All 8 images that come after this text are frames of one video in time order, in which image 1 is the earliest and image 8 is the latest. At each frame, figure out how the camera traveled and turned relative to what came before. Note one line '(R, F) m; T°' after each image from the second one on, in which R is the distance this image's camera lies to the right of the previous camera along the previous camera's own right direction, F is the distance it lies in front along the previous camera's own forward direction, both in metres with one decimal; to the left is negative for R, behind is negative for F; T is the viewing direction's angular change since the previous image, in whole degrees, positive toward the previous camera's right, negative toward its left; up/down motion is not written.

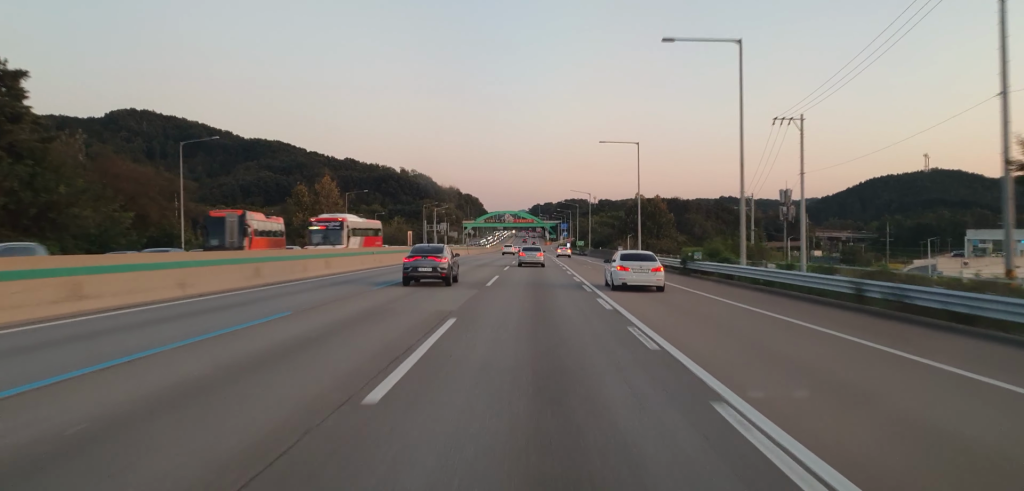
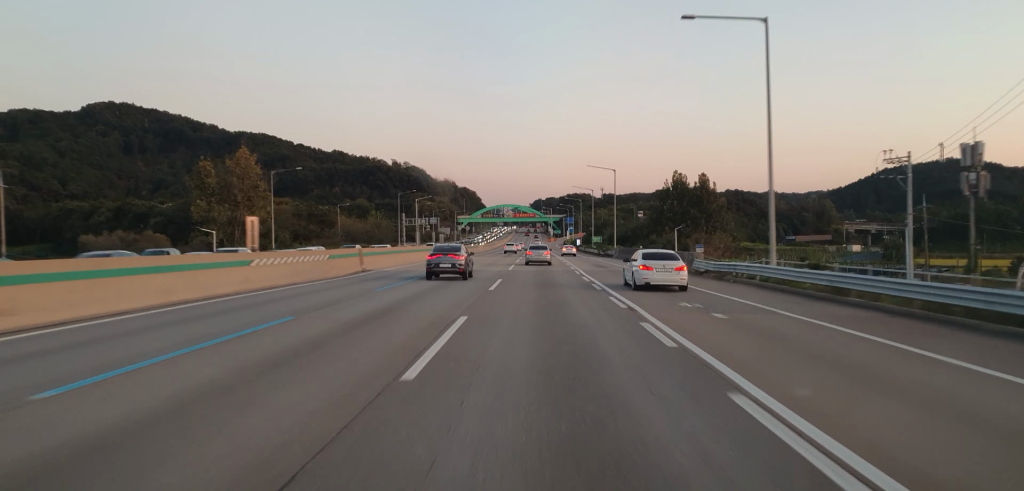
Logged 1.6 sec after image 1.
(+0.2, +37.7) m; +1°
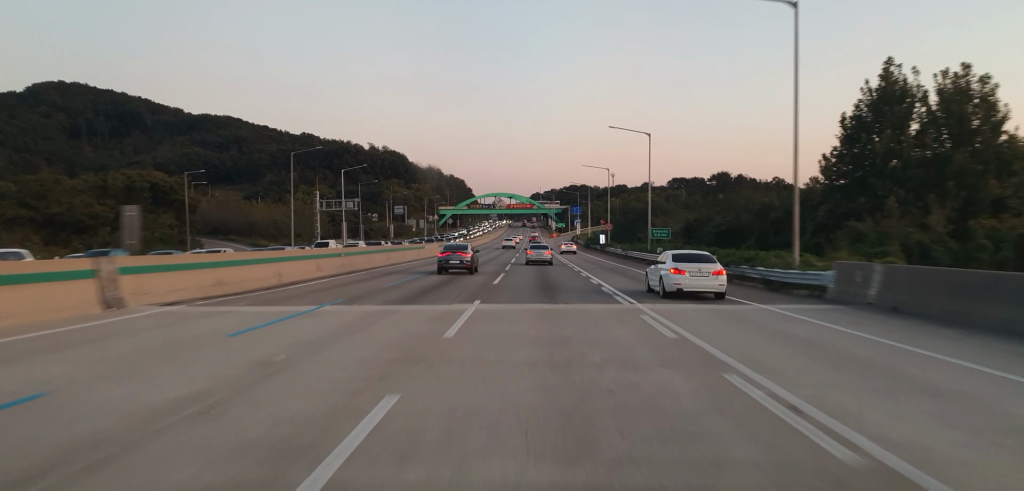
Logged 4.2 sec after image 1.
(-0.2, +66.5) m; 0°
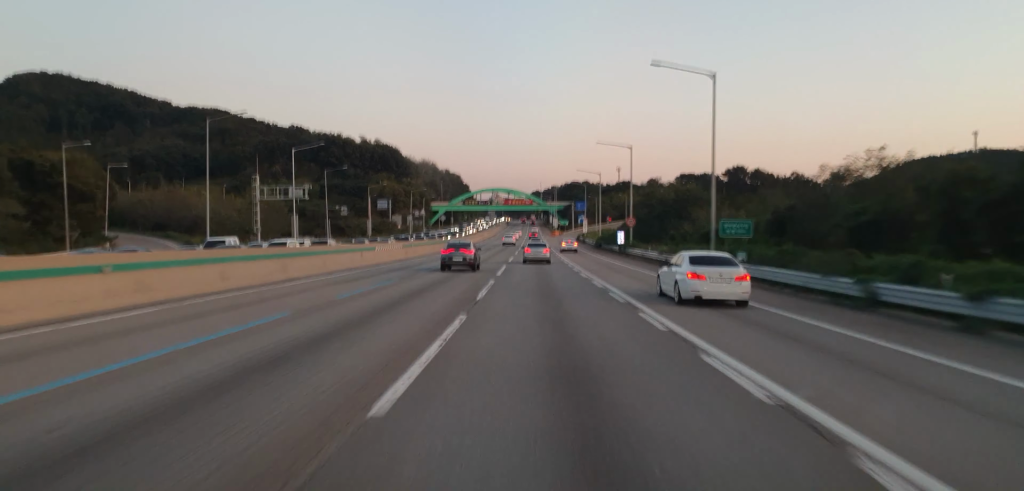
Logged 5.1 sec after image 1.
(+0.3, +23.0) m; +1°
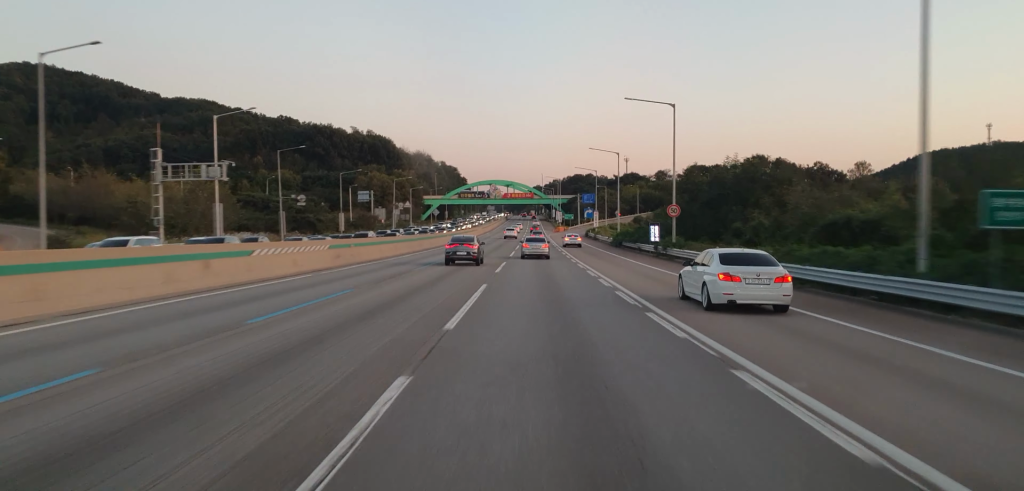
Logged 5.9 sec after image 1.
(+0.1, +22.7) m; 0°
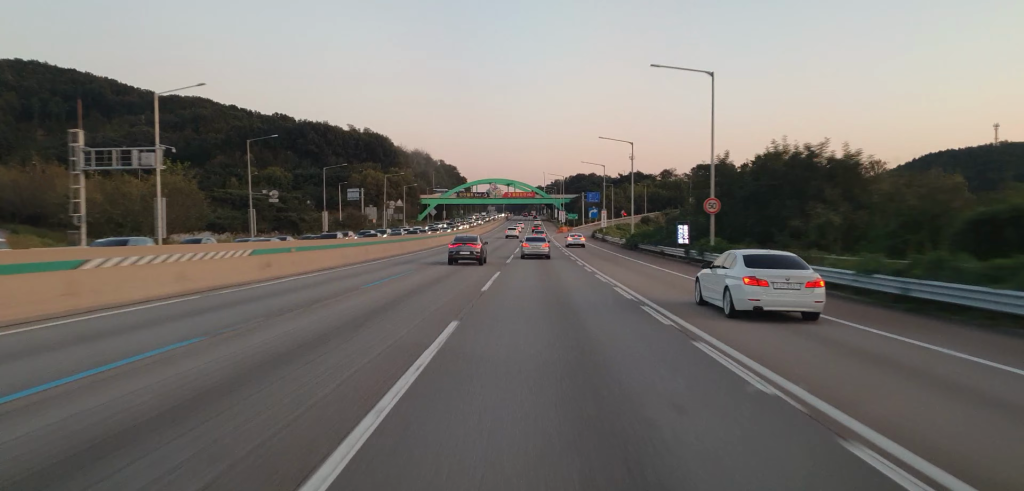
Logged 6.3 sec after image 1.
(0.0, +11.0) m; -1°
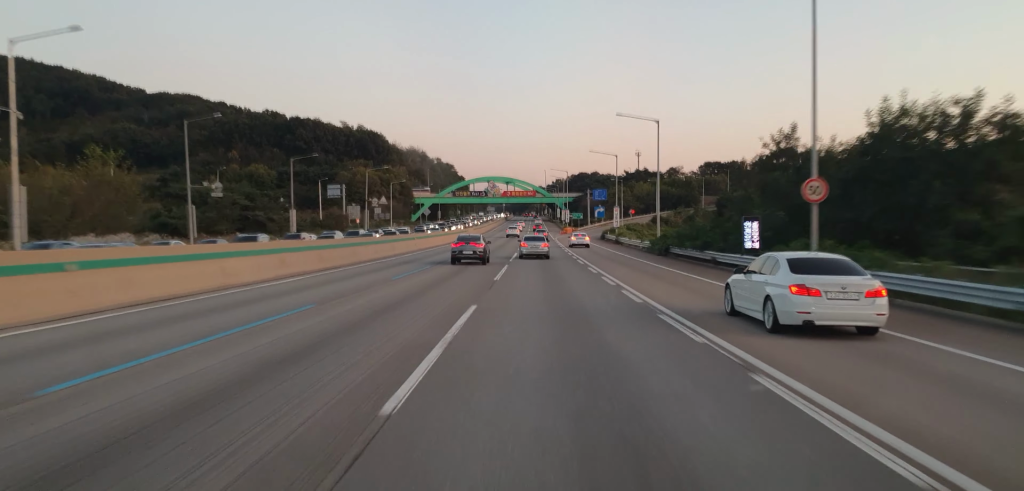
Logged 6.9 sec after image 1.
(-0.2, +15.9) m; 0°
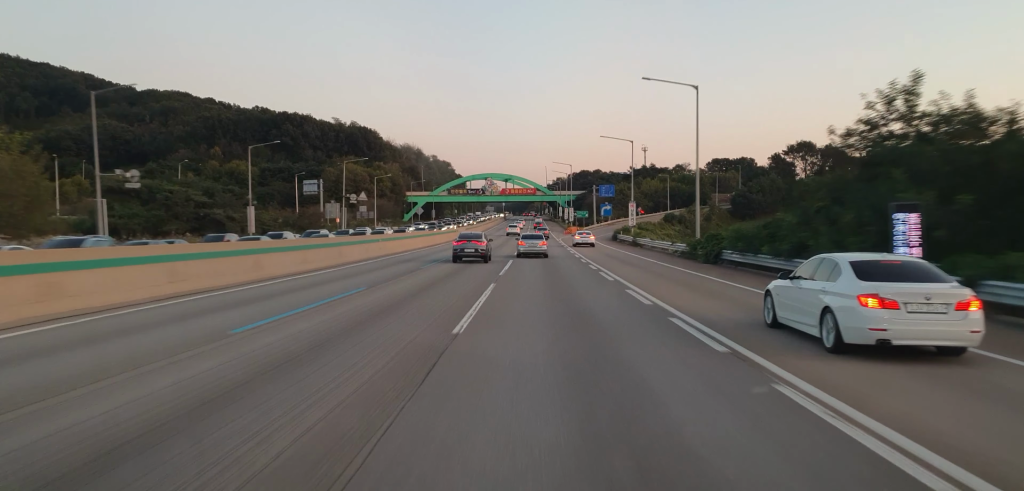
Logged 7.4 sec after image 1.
(-0.2, +15.0) m; 0°
